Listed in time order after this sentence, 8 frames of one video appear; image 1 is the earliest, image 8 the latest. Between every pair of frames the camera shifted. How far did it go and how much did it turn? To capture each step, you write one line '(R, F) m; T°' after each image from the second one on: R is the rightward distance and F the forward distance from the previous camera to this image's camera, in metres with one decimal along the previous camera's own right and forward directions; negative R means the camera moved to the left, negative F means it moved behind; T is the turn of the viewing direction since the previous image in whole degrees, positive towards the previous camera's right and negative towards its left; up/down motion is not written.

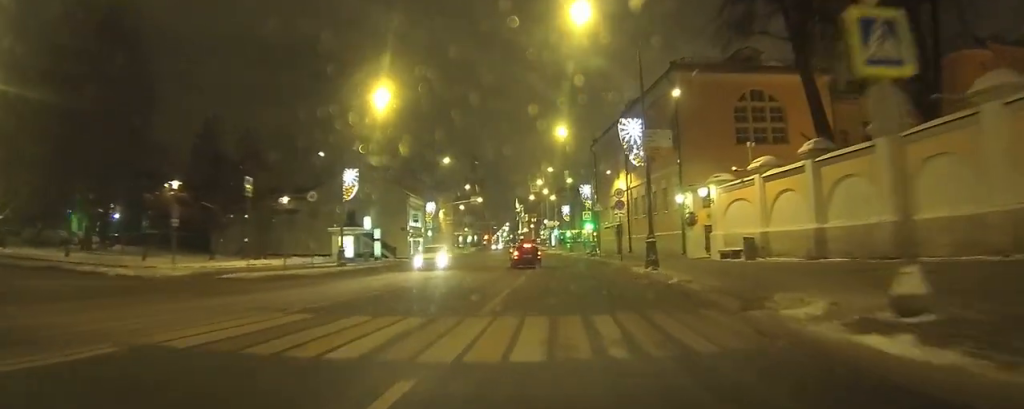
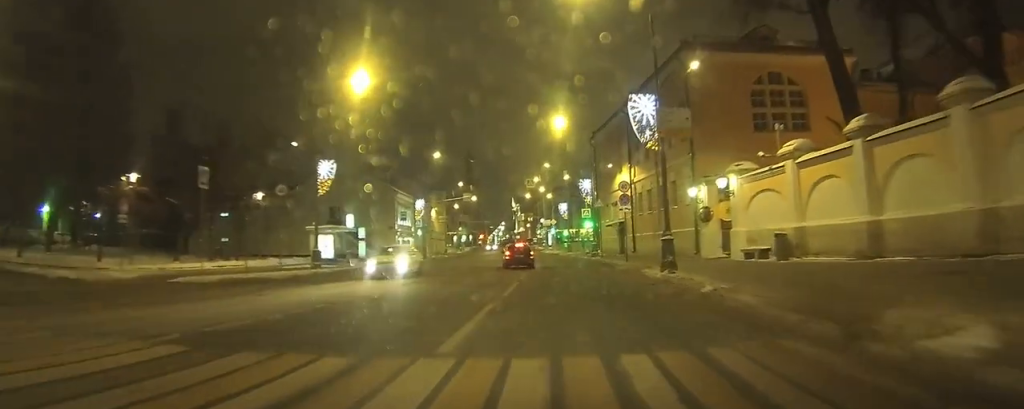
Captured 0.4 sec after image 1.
(0.0, +3.8) m; 0°
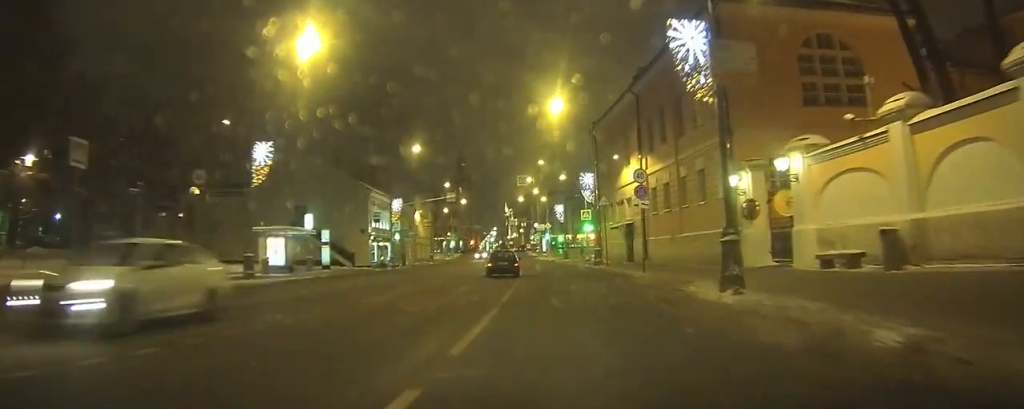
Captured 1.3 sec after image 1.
(+0.1, +7.4) m; 0°
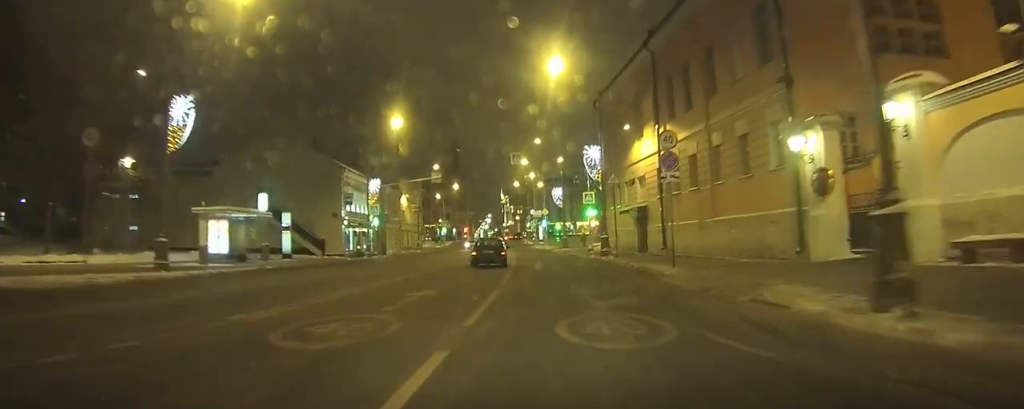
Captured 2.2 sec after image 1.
(-0.1, +6.5) m; 0°
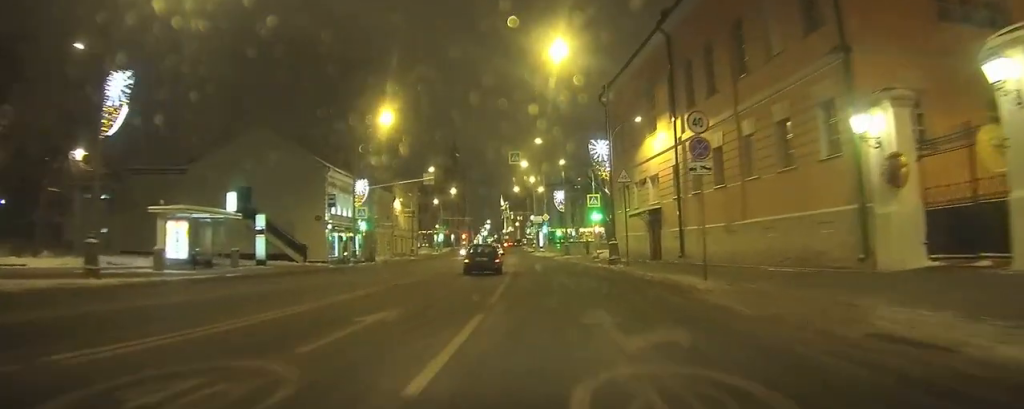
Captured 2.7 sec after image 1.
(0.0, +3.8) m; +1°
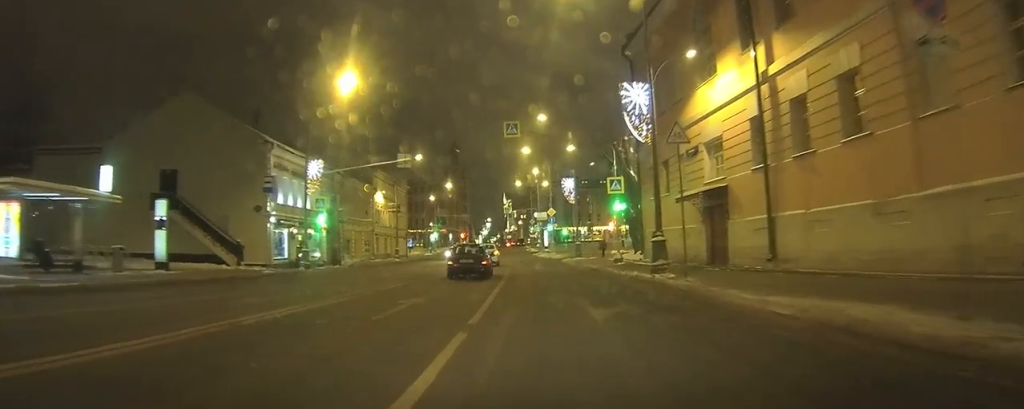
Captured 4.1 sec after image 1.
(+0.2, +10.7) m; 0°
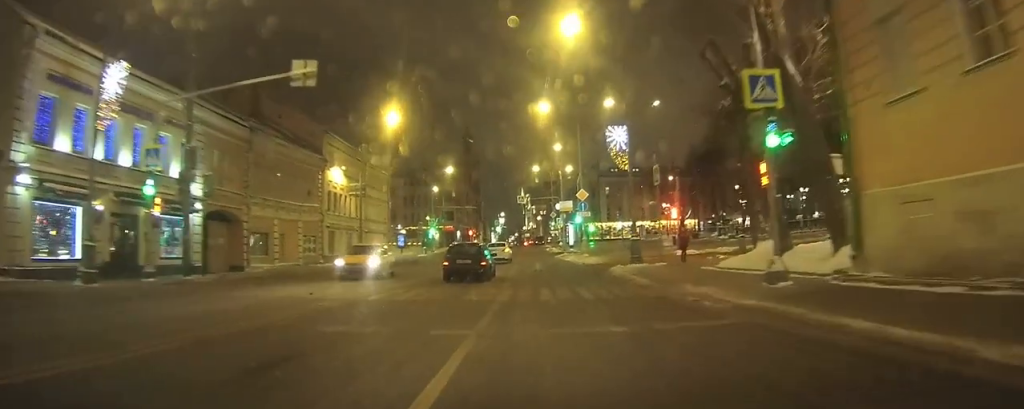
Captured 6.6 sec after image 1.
(-1.3, +19.9) m; -6°
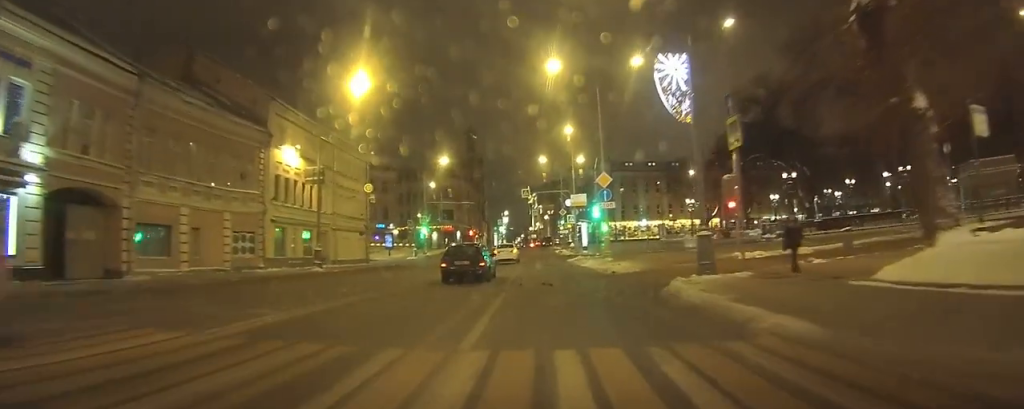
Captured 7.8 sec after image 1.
(+0.2, +10.2) m; +3°
